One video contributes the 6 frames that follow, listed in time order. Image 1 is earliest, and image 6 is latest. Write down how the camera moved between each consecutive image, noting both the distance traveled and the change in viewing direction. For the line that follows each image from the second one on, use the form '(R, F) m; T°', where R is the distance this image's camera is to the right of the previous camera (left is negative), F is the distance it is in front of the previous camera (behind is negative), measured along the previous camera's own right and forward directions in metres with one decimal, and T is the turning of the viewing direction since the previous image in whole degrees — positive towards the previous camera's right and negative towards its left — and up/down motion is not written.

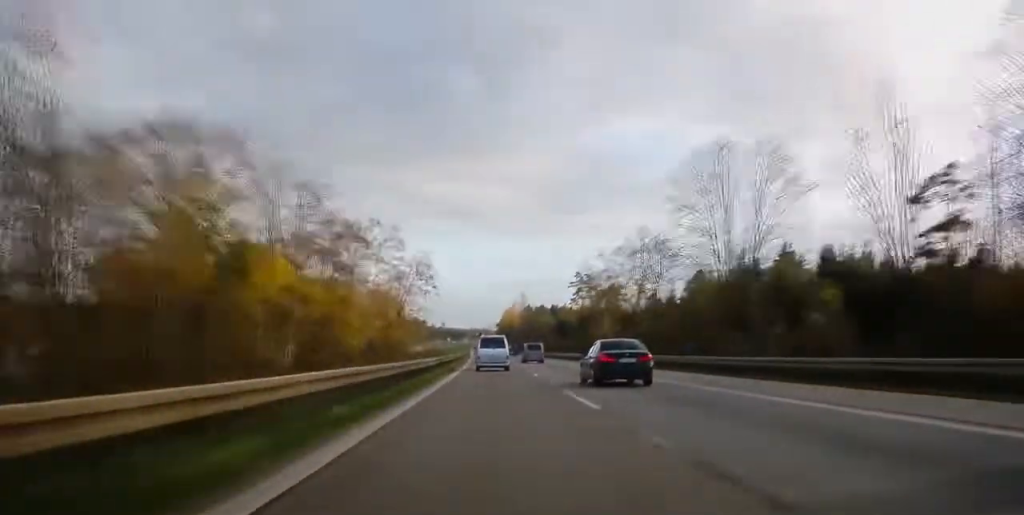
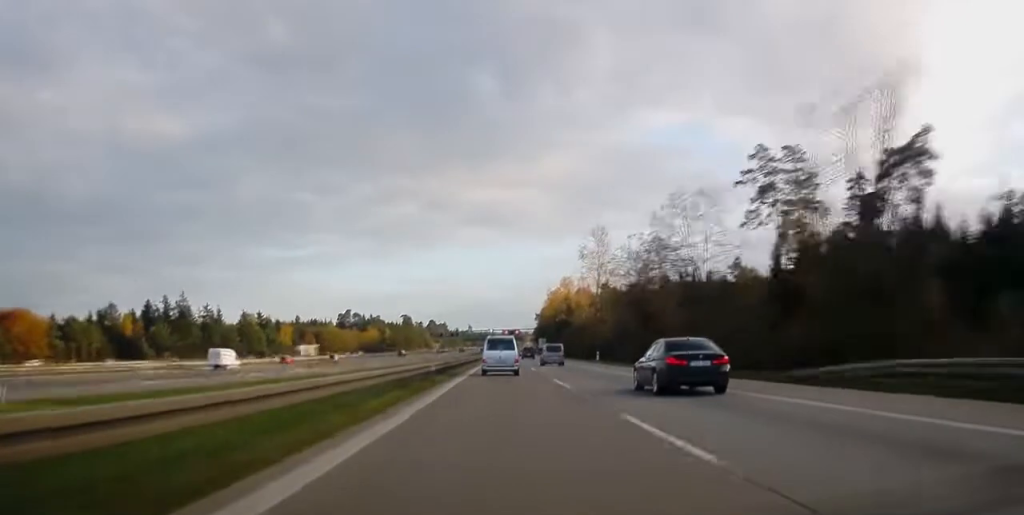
(-2.3, +151.1) m; -1°
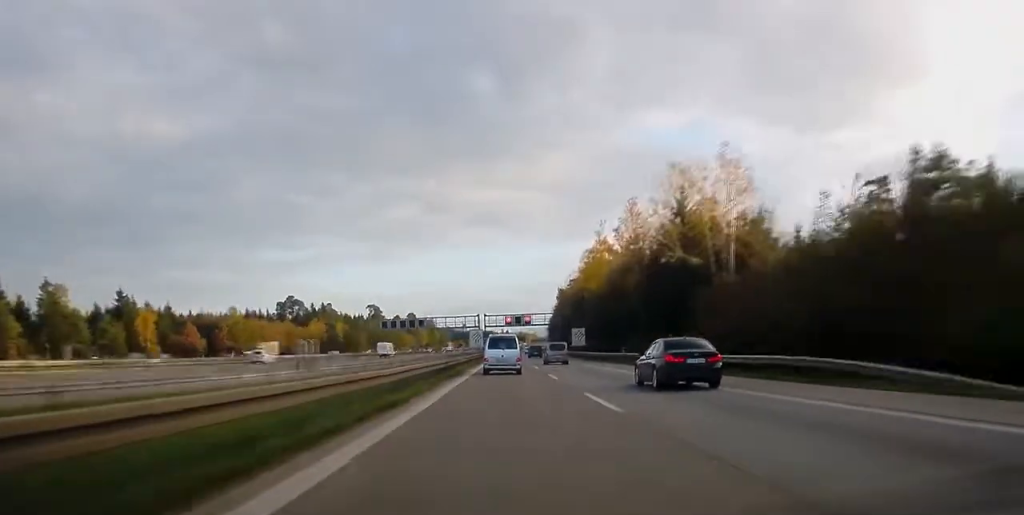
(-0.6, +121.2) m; 0°
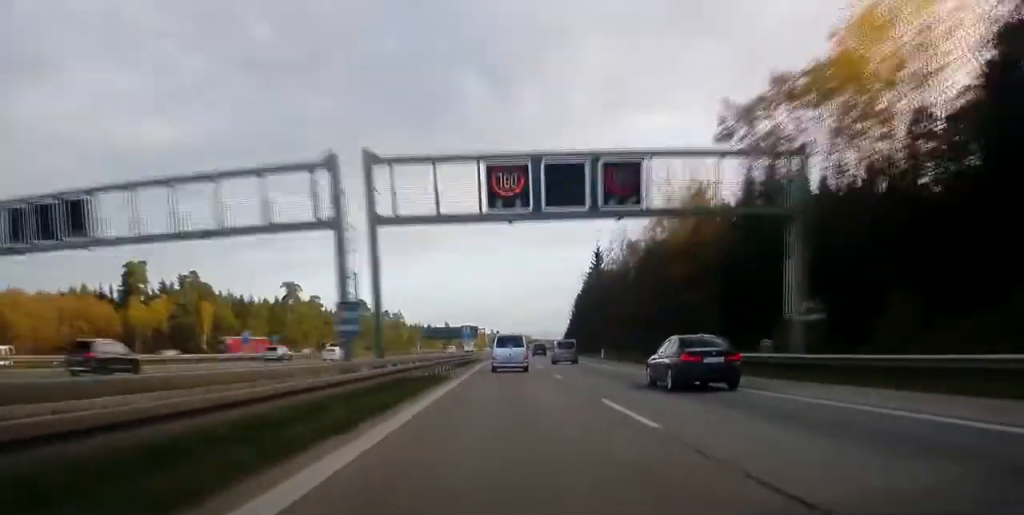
(+1.4, +133.1) m; +2°
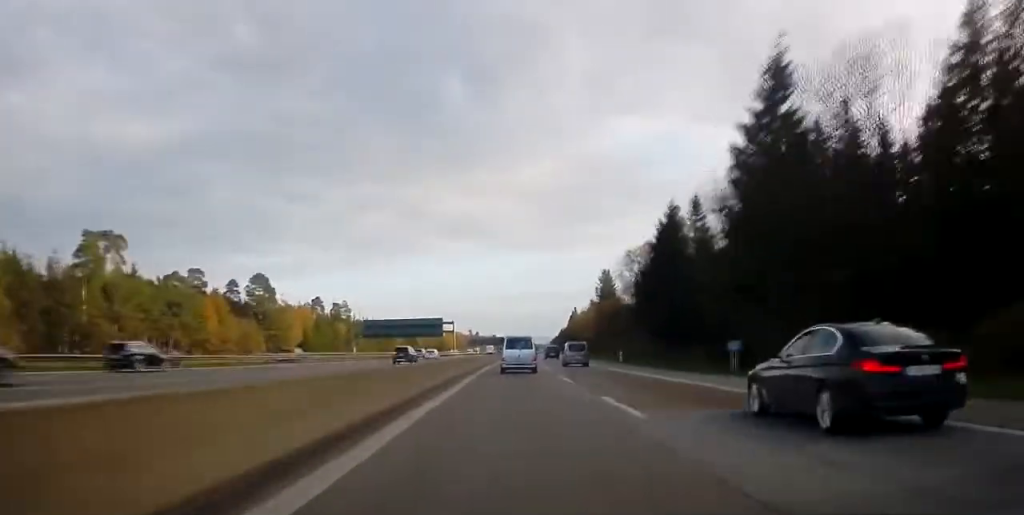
(+1.5, +109.9) m; +2°
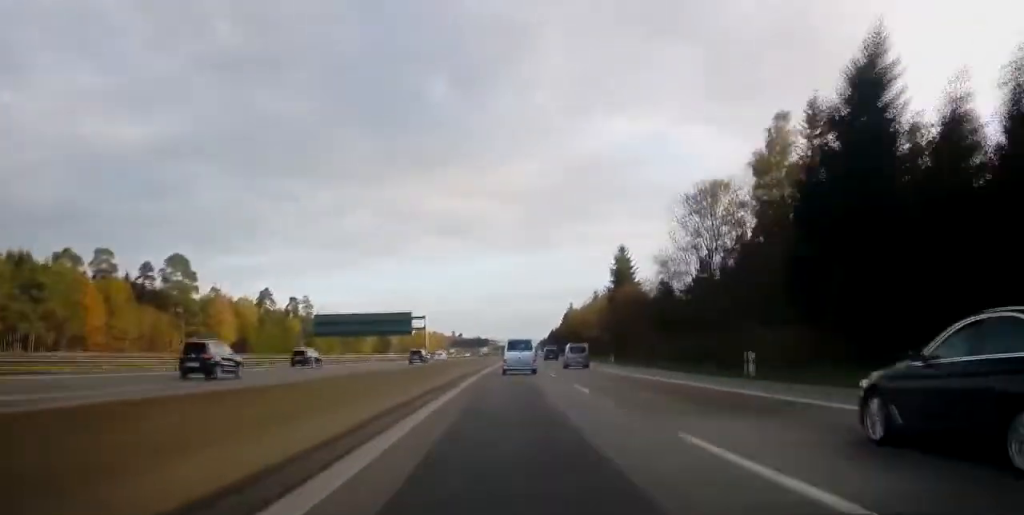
(+0.2, +44.0) m; +1°
